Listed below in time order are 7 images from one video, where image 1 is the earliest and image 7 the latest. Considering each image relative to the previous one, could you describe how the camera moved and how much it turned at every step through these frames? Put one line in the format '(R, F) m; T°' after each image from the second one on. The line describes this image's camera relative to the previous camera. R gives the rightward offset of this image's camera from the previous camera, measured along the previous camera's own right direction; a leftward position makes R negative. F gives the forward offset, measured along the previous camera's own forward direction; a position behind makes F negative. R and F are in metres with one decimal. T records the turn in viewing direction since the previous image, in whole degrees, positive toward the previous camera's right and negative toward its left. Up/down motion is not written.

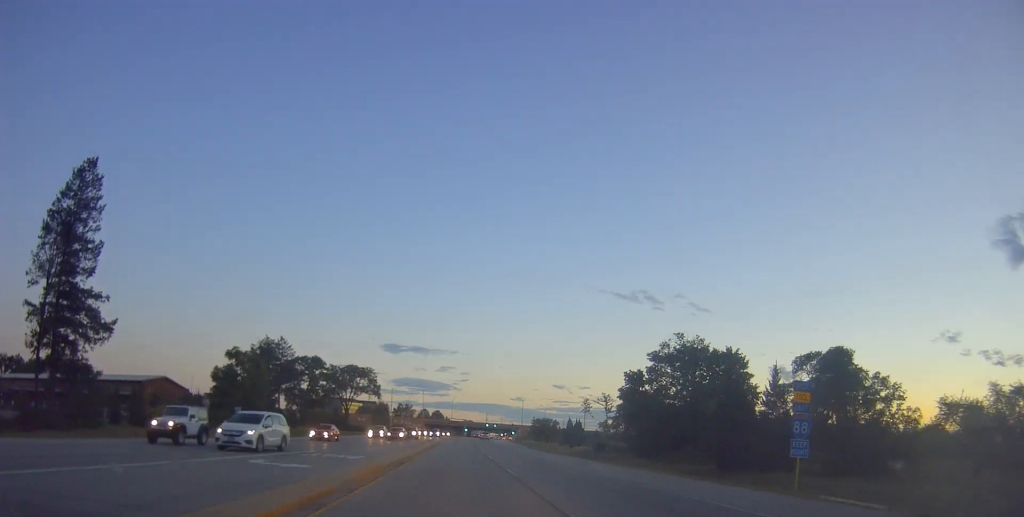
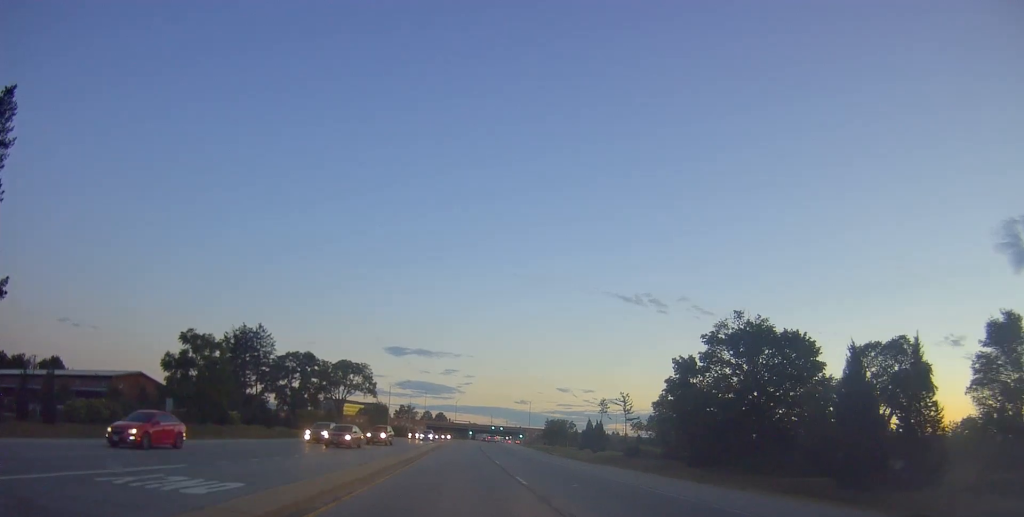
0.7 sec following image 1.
(-0.2, +15.3) m; 0°
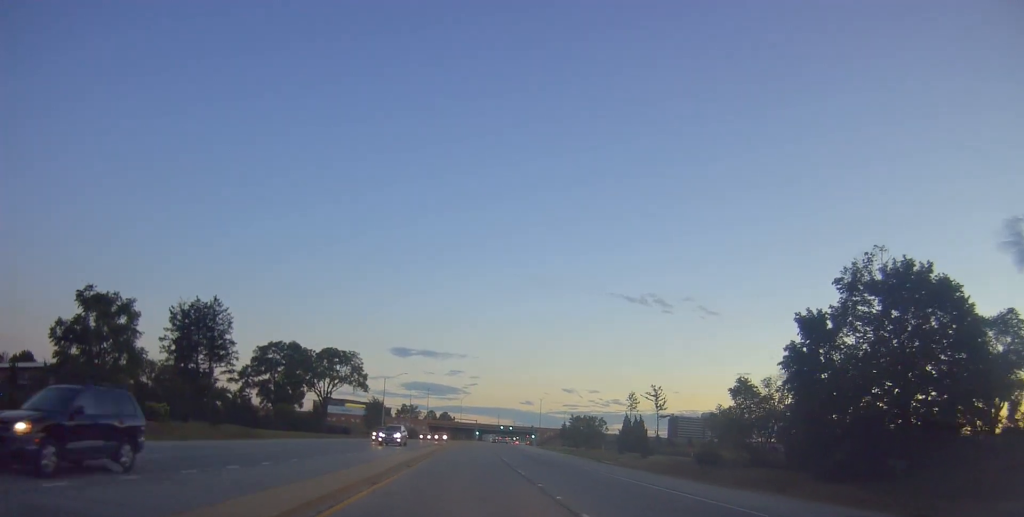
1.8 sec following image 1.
(+0.4, +21.4) m; +1°
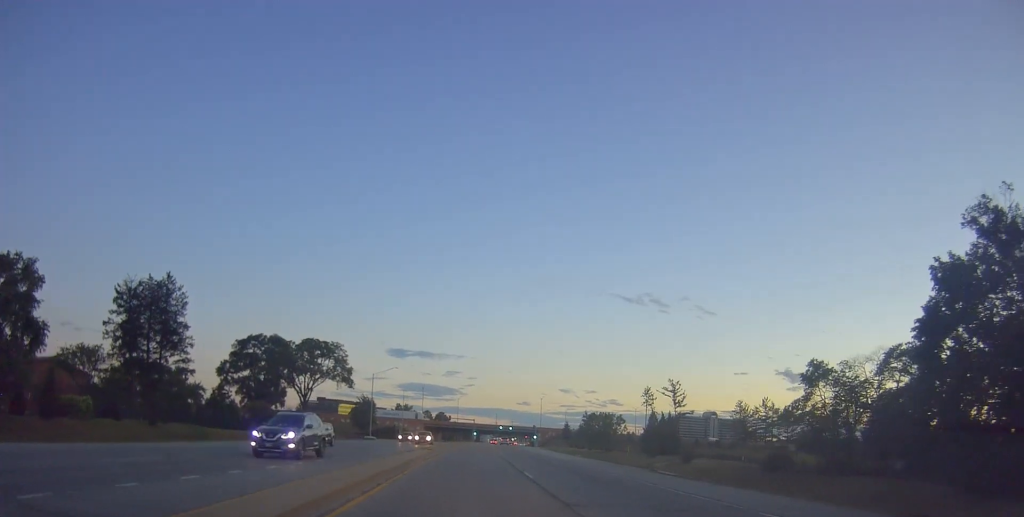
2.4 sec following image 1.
(0.0, +13.4) m; 0°
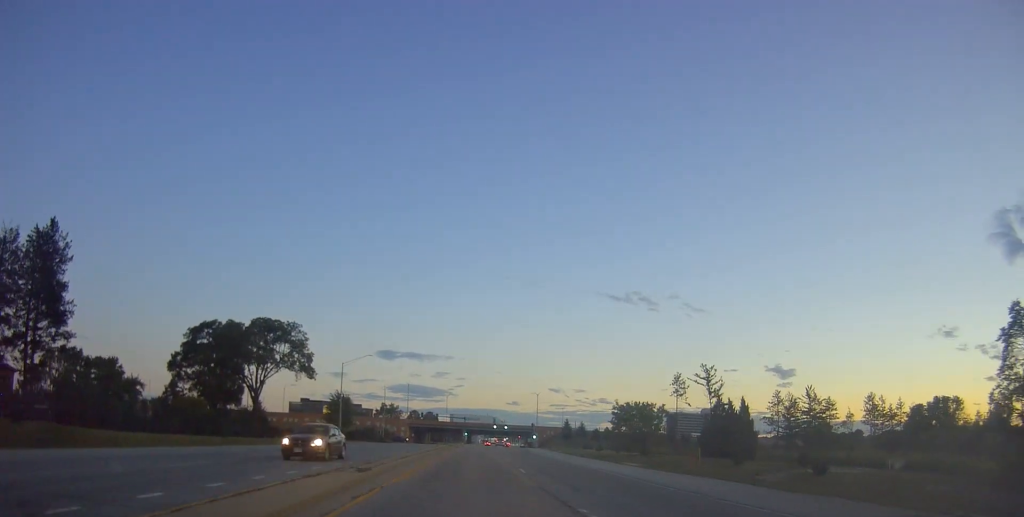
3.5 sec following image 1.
(0.0, +22.1) m; 0°
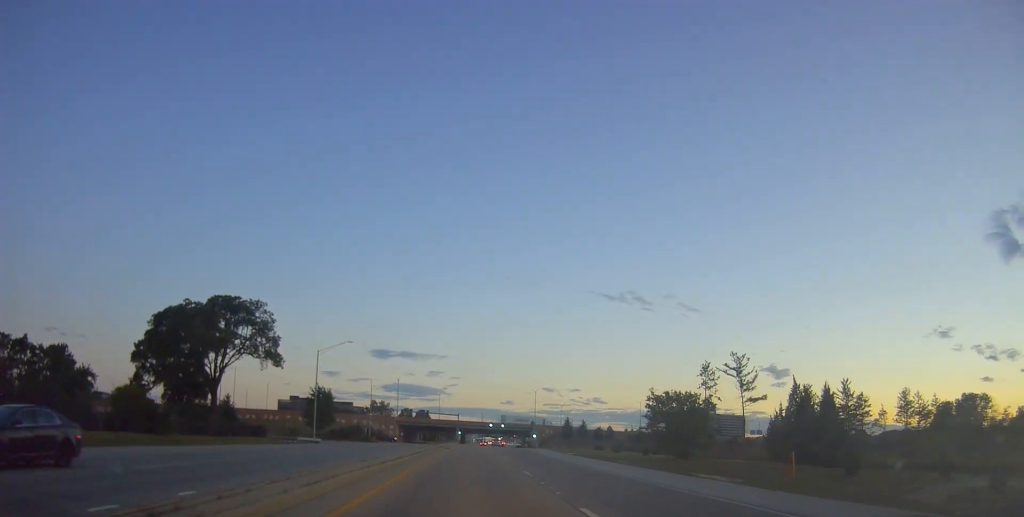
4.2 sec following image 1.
(0.0, +13.9) m; +1°
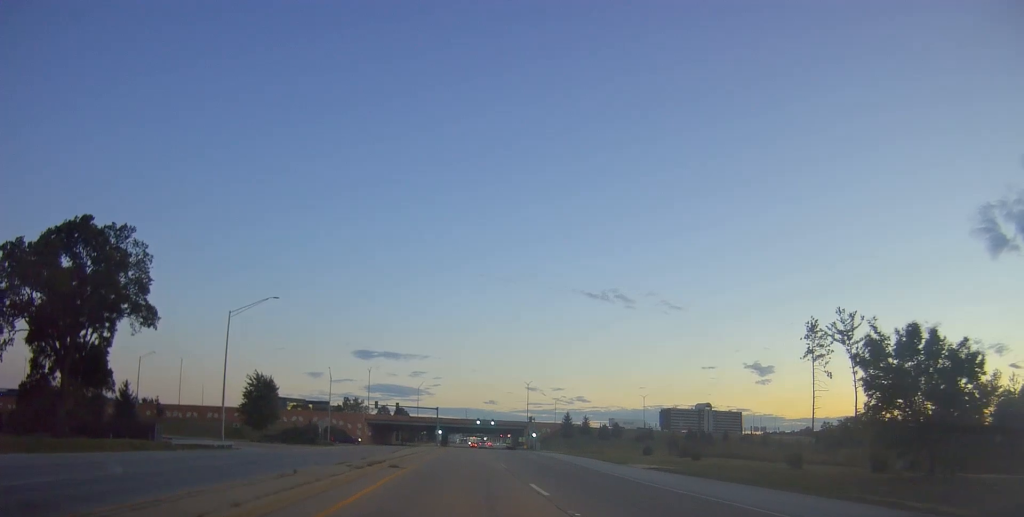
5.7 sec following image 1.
(+0.4, +30.9) m; +1°
